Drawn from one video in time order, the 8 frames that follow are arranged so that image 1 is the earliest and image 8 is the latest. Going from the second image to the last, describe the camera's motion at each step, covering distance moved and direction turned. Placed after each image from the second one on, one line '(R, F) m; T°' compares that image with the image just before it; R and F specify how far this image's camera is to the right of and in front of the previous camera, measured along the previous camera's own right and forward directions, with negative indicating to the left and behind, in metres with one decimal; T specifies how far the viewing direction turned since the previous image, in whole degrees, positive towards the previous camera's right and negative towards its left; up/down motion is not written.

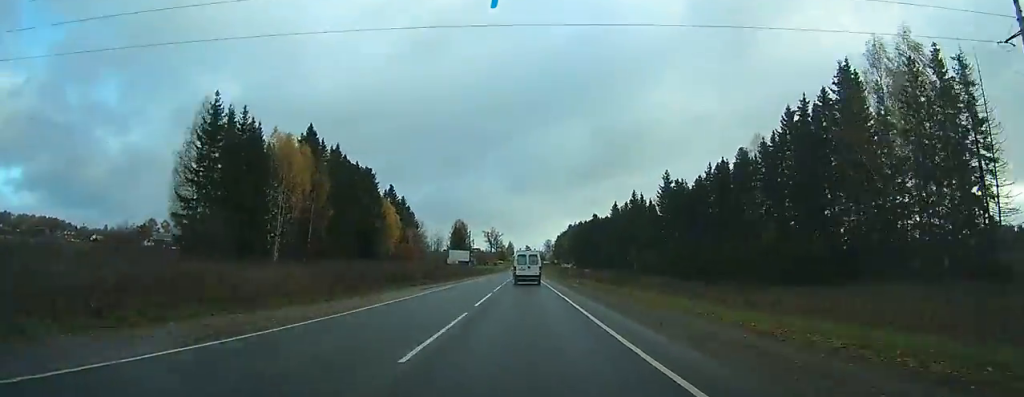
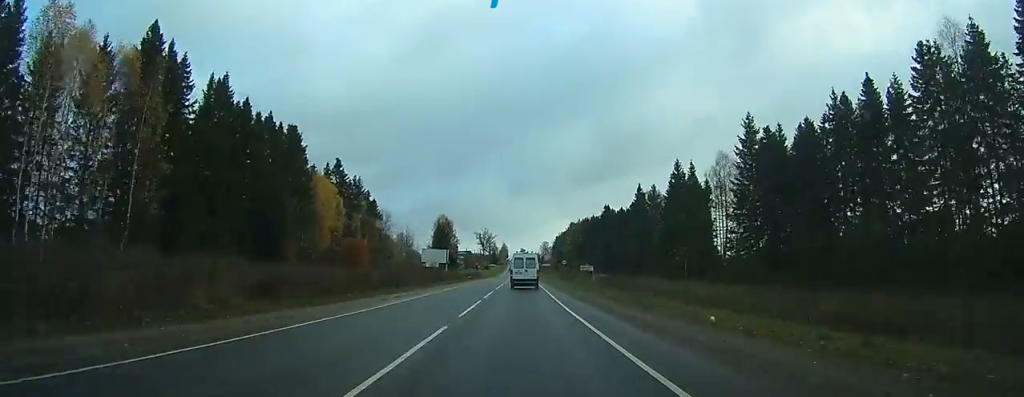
(+0.2, +40.7) m; +1°
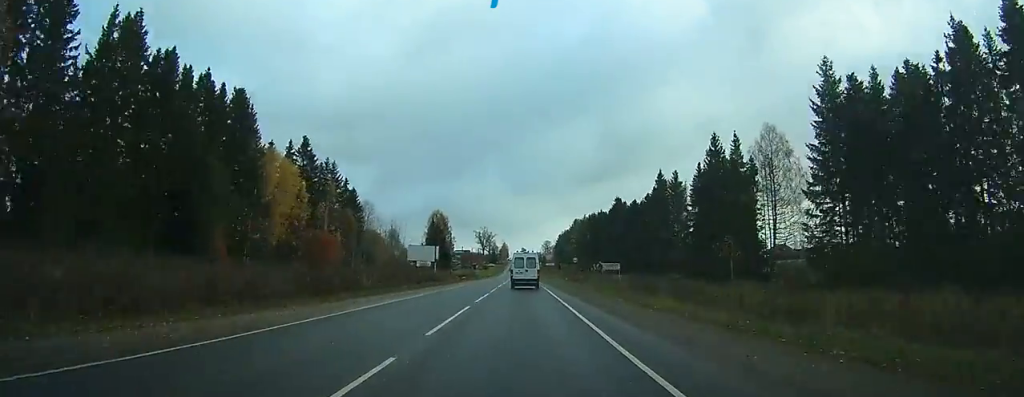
(0.0, +18.4) m; 0°
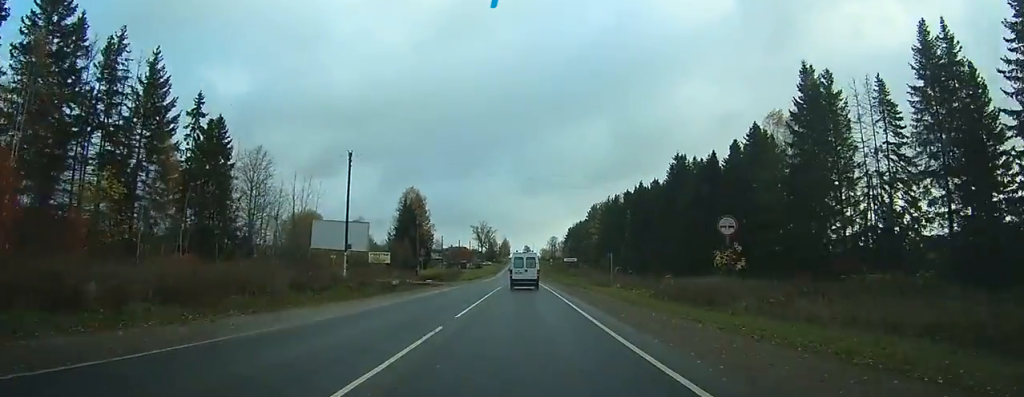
(+0.1, +58.5) m; 0°
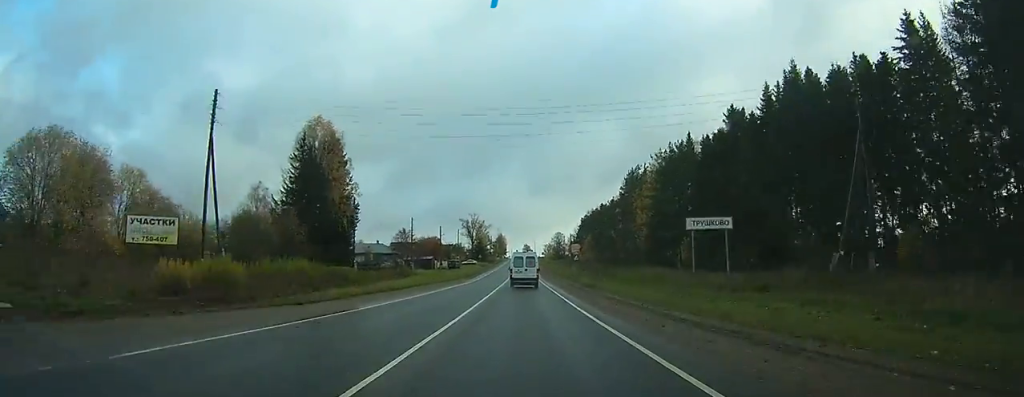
(-0.2, +72.6) m; 0°
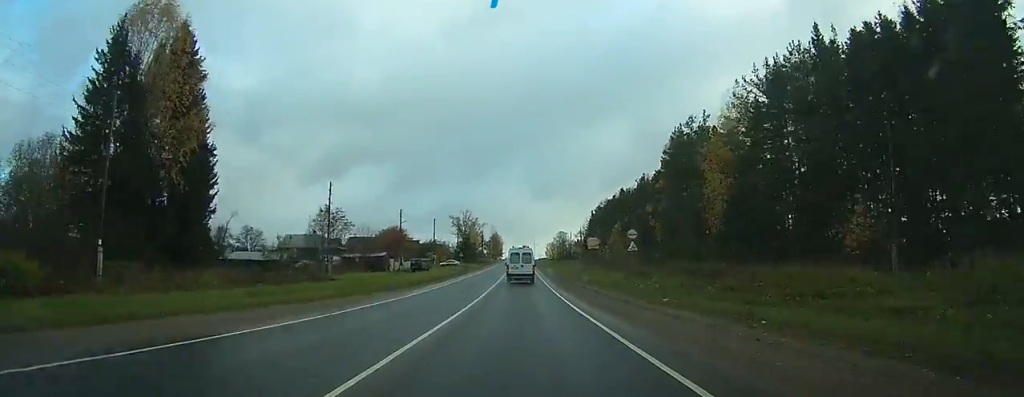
(+0.3, +40.9) m; +1°
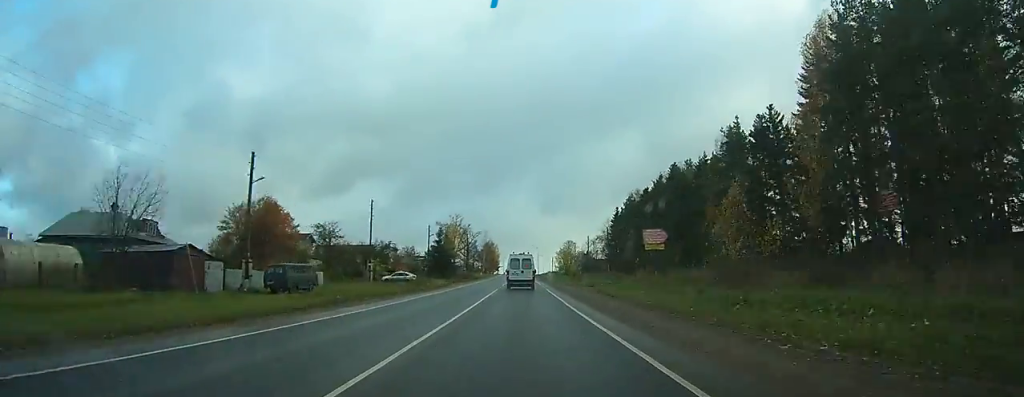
(+0.1, +50.6) m; 0°
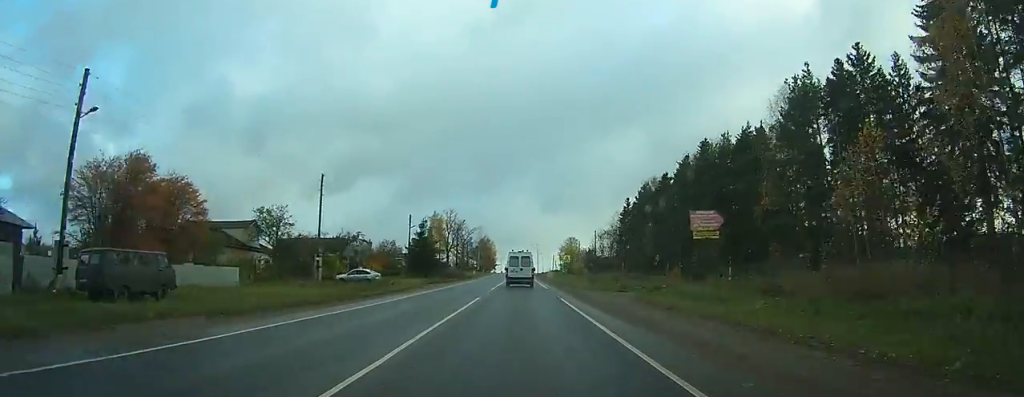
(0.0, +17.6) m; 0°
